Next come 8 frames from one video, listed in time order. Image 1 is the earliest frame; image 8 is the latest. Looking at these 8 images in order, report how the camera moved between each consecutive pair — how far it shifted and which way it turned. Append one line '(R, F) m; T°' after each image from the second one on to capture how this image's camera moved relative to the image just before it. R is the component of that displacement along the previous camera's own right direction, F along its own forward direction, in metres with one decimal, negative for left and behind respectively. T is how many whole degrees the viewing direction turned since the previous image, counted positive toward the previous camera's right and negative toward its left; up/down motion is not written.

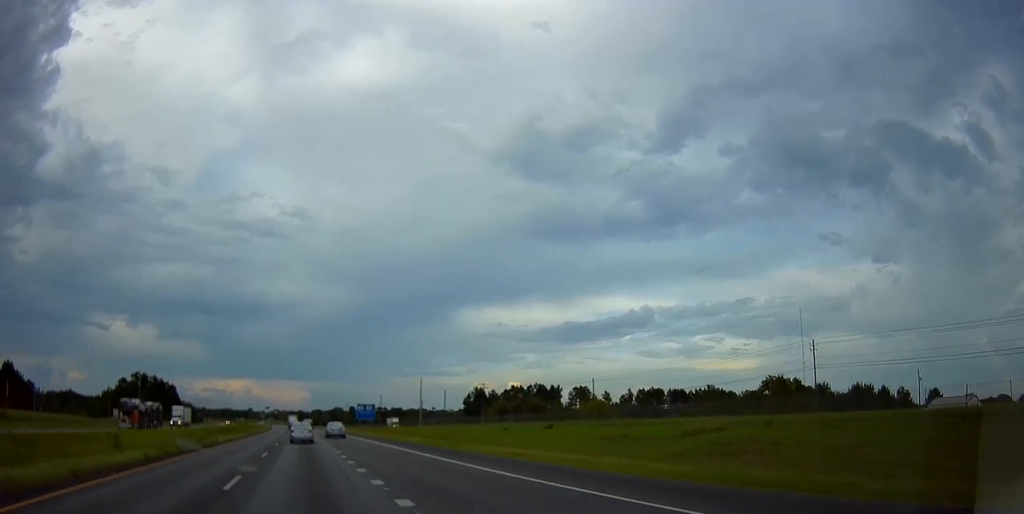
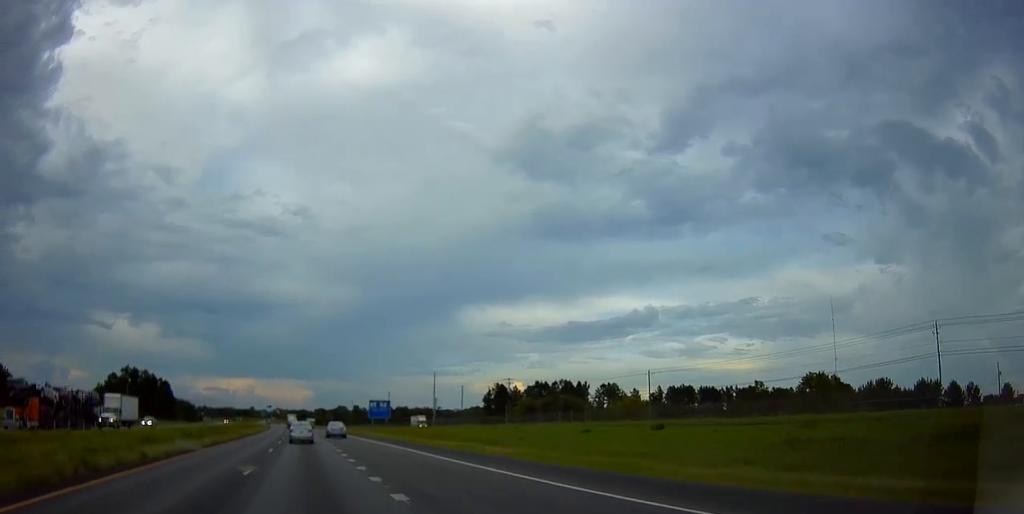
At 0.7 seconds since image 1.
(-0.4, +20.9) m; -1°
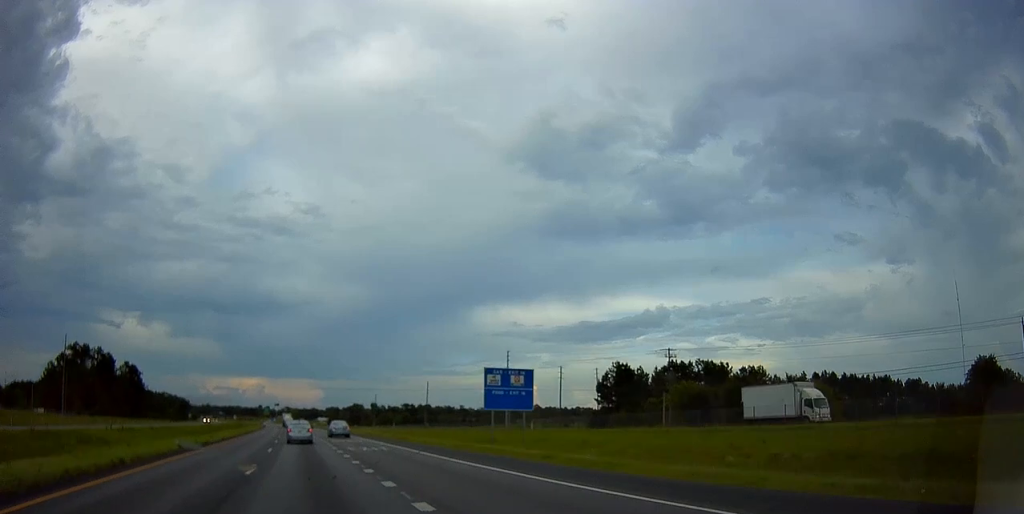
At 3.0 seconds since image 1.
(-1.4, +73.8) m; -1°
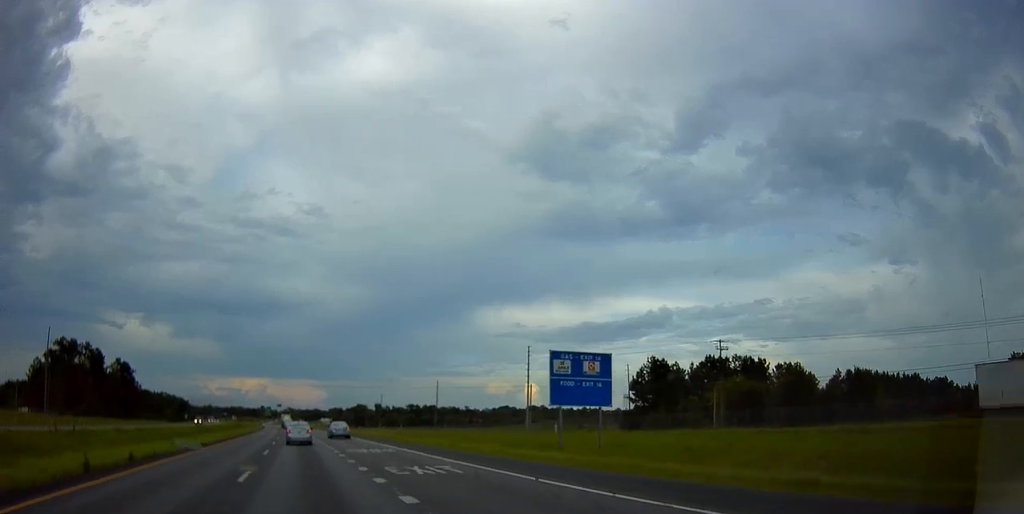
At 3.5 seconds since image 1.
(+0.2, +13.5) m; 0°
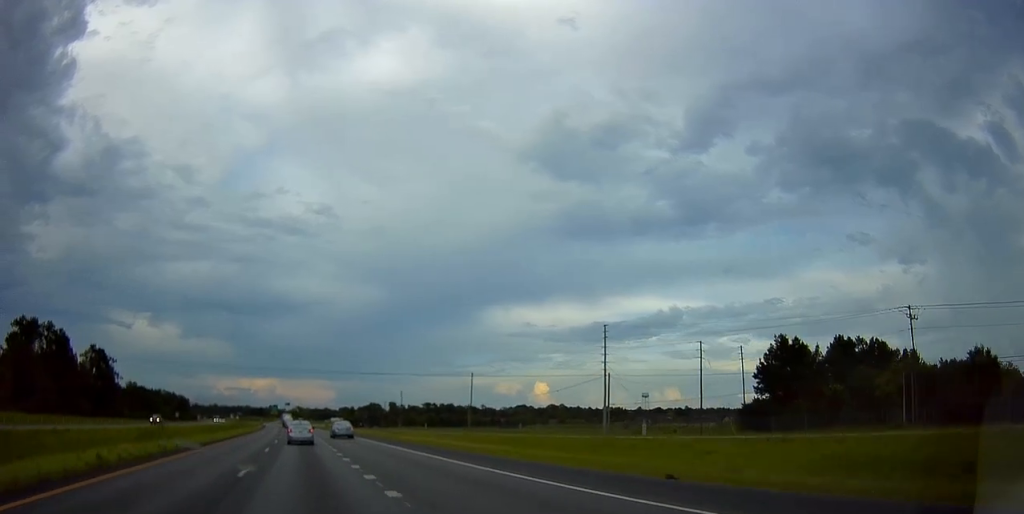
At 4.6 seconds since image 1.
(-0.1, +35.2) m; -1°
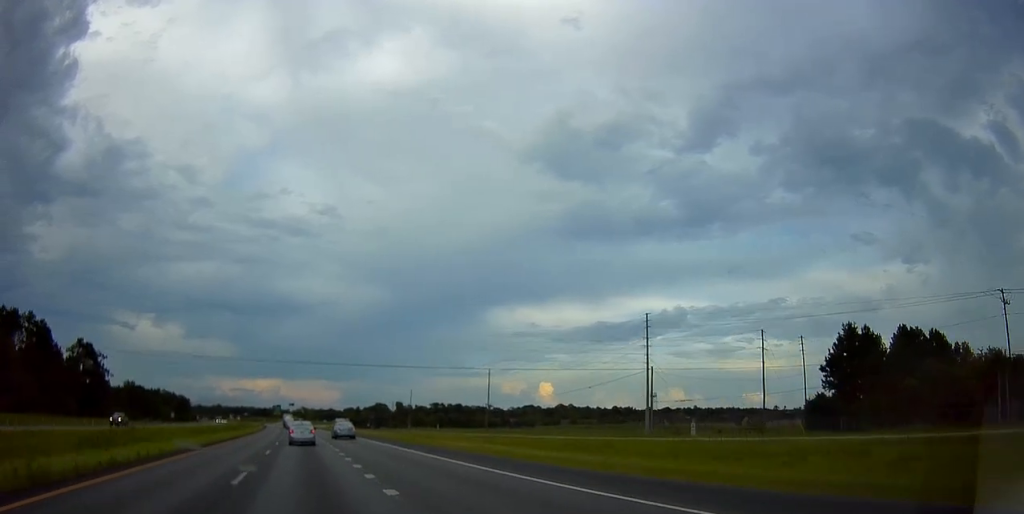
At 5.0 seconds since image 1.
(-0.1, +13.4) m; 0°
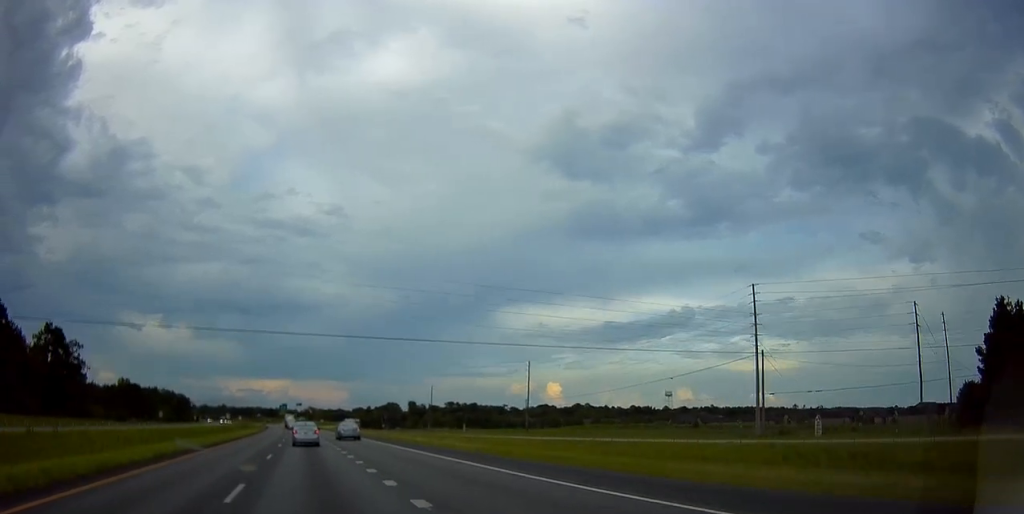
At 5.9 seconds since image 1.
(0.0, +26.9) m; 0°
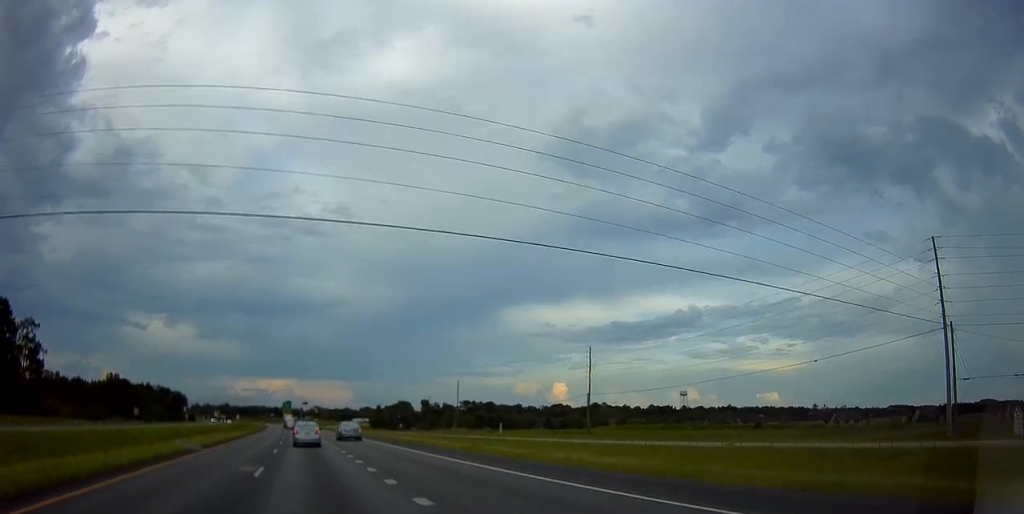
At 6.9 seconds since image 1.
(0.0, +32.2) m; -1°
